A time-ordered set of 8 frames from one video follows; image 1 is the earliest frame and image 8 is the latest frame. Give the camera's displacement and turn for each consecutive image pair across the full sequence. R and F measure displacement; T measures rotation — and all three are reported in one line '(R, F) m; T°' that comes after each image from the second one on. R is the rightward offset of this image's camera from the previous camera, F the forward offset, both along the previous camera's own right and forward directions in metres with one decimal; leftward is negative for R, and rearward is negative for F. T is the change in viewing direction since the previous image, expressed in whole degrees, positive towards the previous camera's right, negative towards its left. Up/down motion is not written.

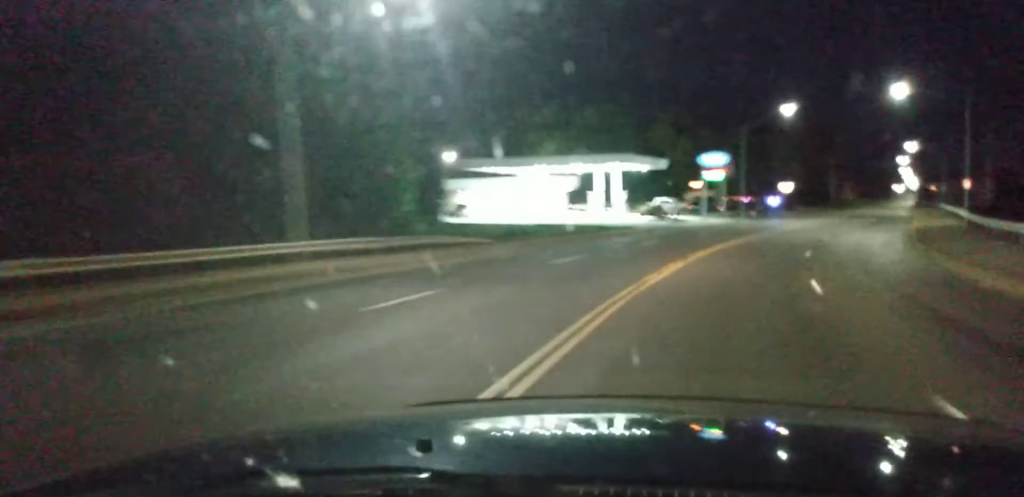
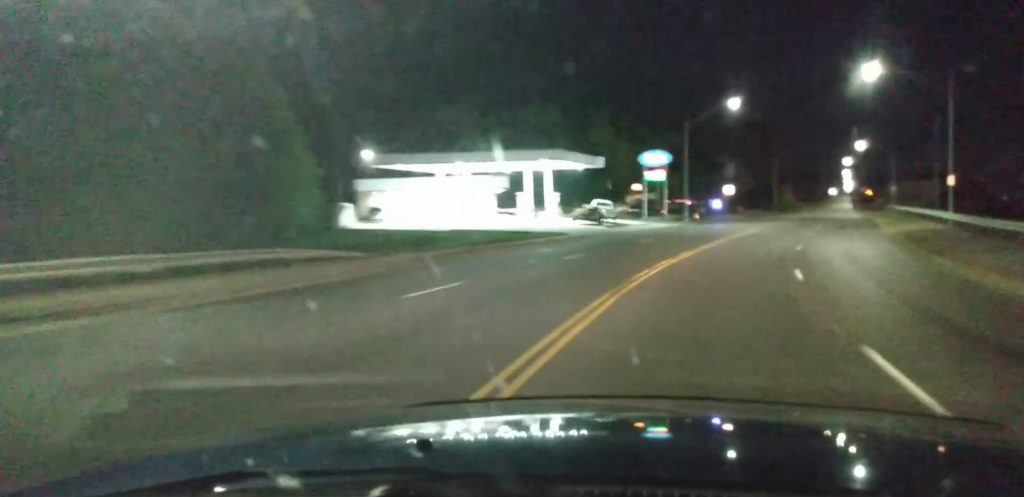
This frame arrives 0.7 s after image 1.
(-0.1, +10.6) m; +4°
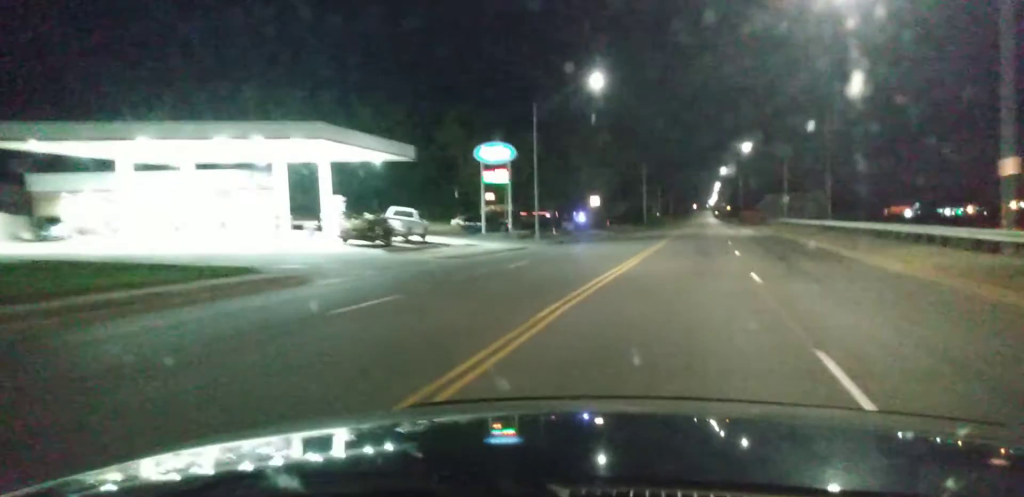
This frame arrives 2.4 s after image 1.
(+3.4, +25.8) m; +13°
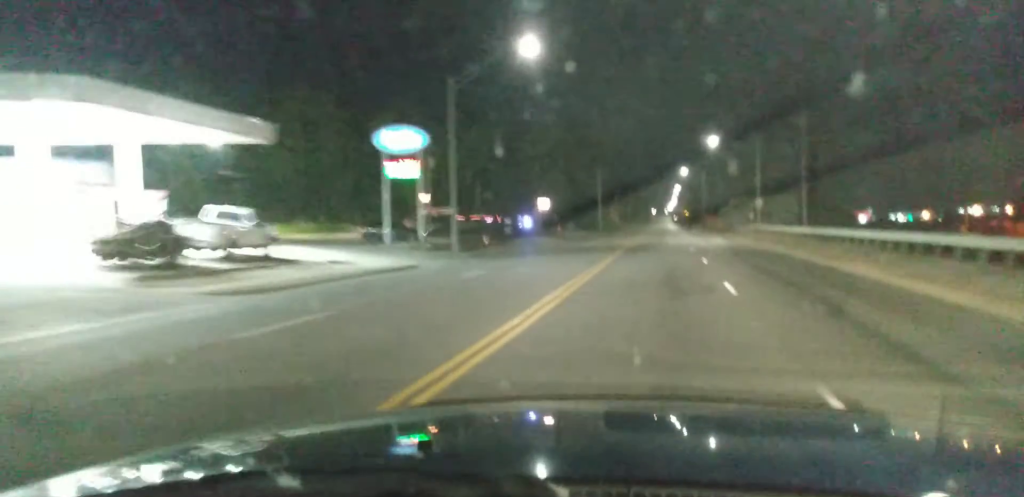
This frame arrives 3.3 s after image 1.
(+0.7, +14.0) m; +4°
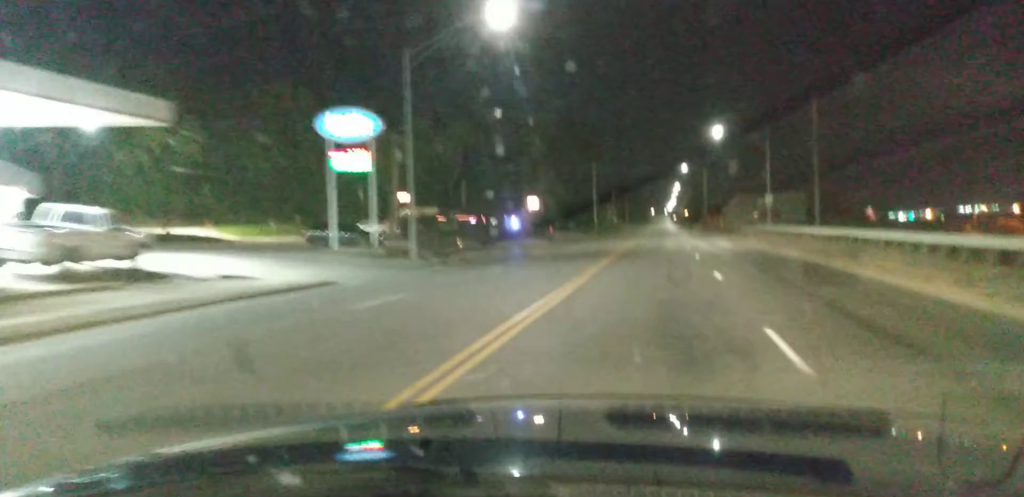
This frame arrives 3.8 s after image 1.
(+0.2, +8.3) m; +1°
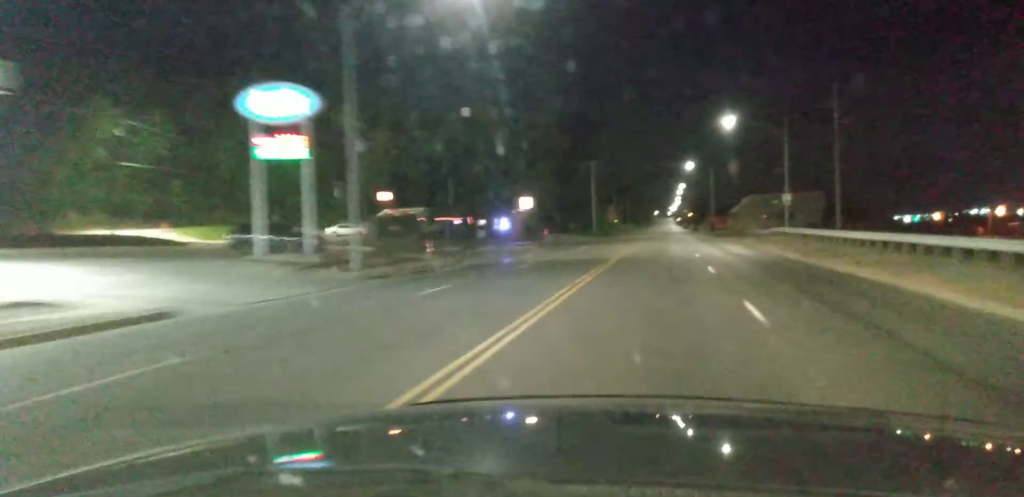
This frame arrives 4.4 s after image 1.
(0.0, +9.1) m; 0°
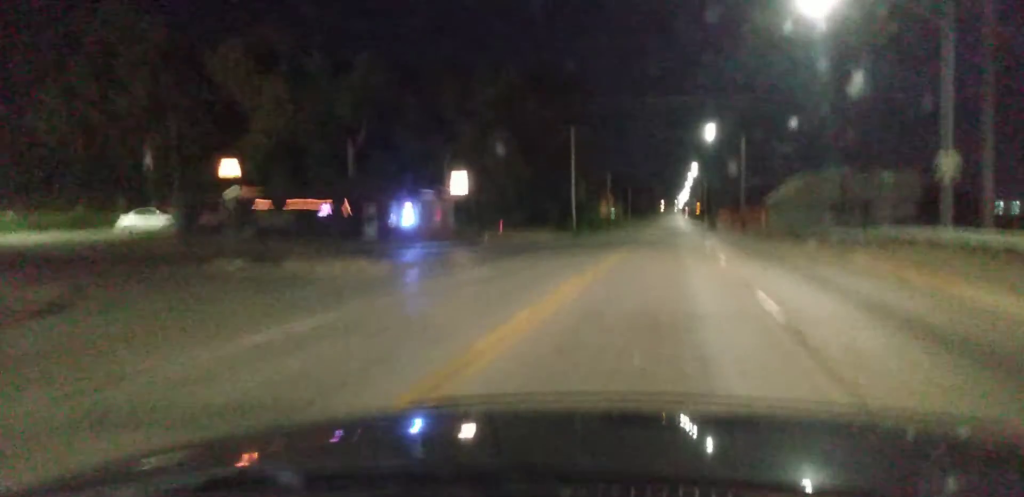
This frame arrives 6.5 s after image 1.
(-0.2, +34.3) m; 0°
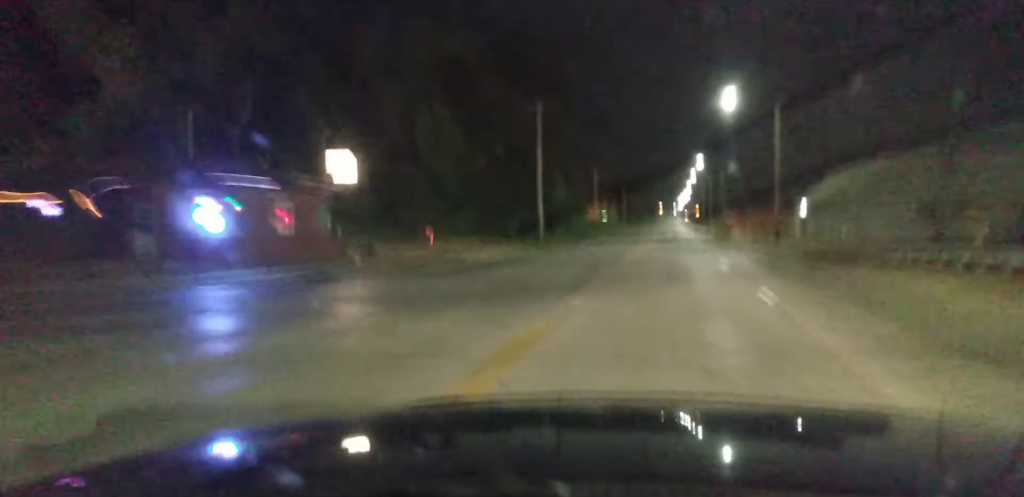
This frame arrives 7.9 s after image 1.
(+0.3, +22.3) m; +1°
